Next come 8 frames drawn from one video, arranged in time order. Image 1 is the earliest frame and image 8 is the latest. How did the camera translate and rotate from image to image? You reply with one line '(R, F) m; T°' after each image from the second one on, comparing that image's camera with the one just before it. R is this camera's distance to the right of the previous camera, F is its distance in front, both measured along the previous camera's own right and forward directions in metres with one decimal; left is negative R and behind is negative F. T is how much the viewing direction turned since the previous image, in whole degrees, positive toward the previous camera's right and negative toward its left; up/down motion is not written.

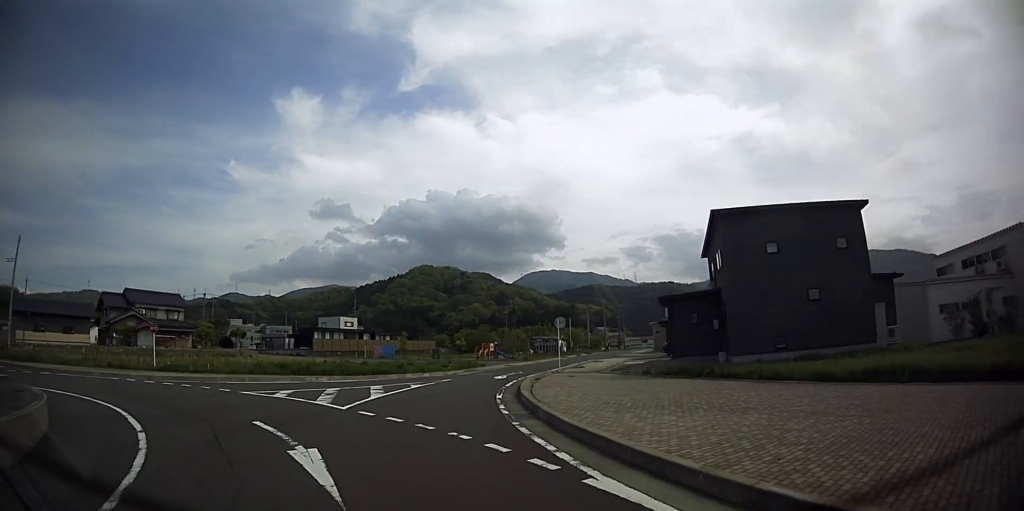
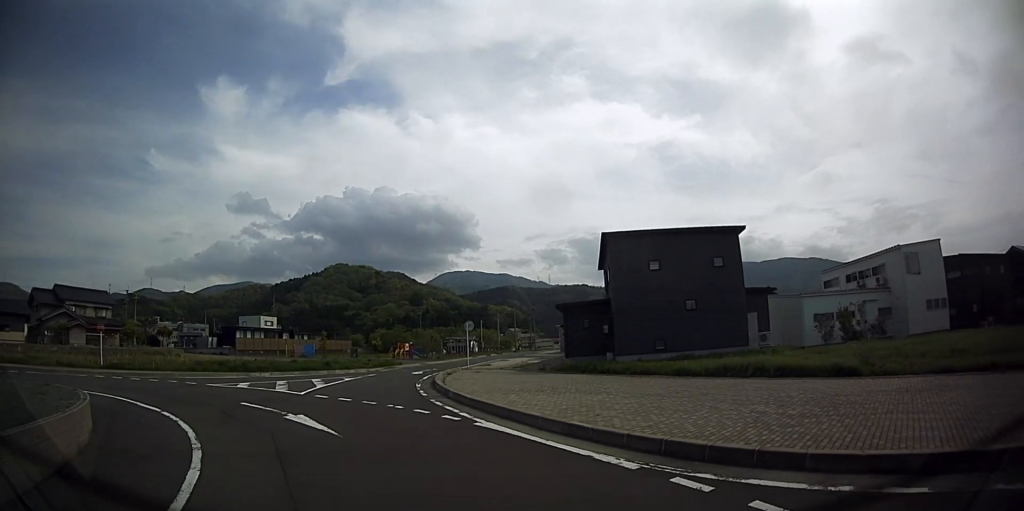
(+0.3, +3.1) m; +10°
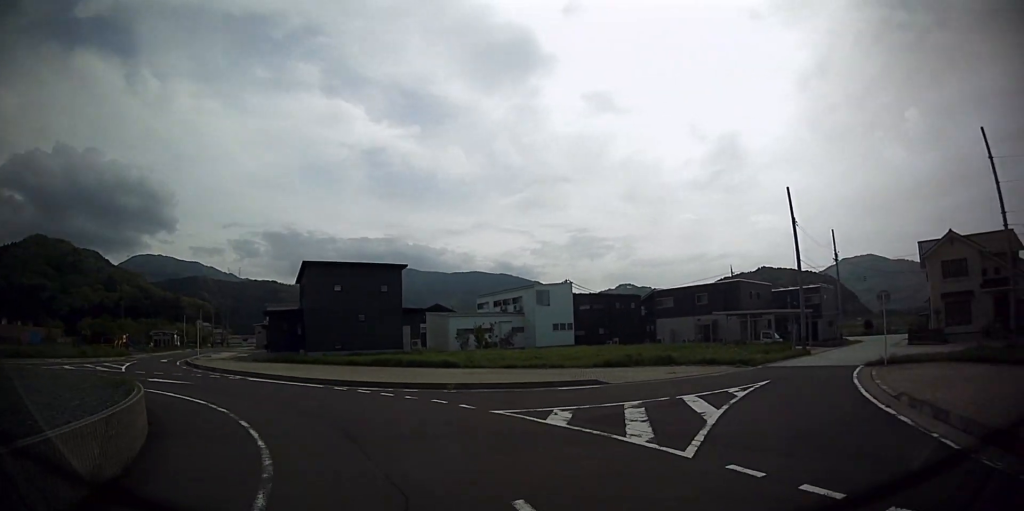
(+2.3, +7.7) m; +48°
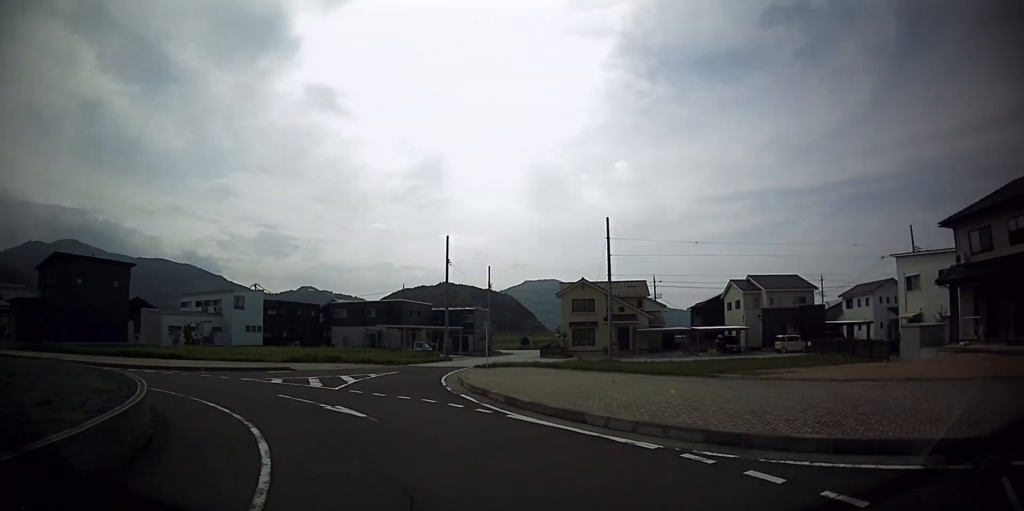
(+2.6, +7.6) m; +32°
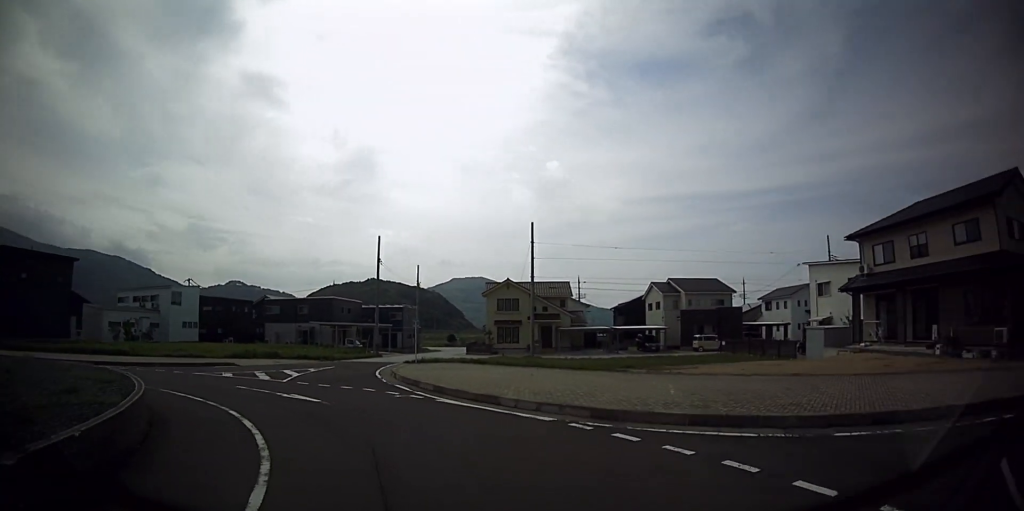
(-0.4, +1.7) m; +8°
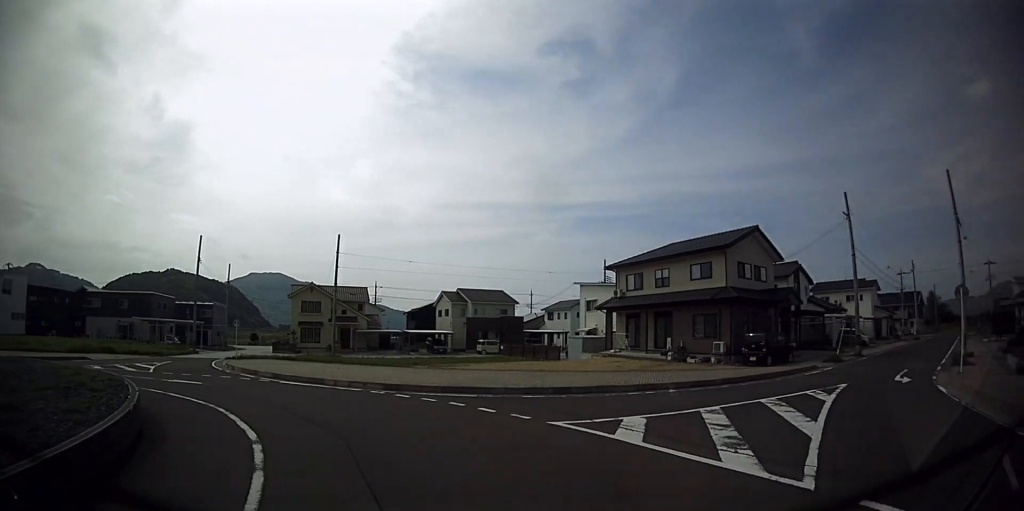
(+2.5, +5.0) m; +42°
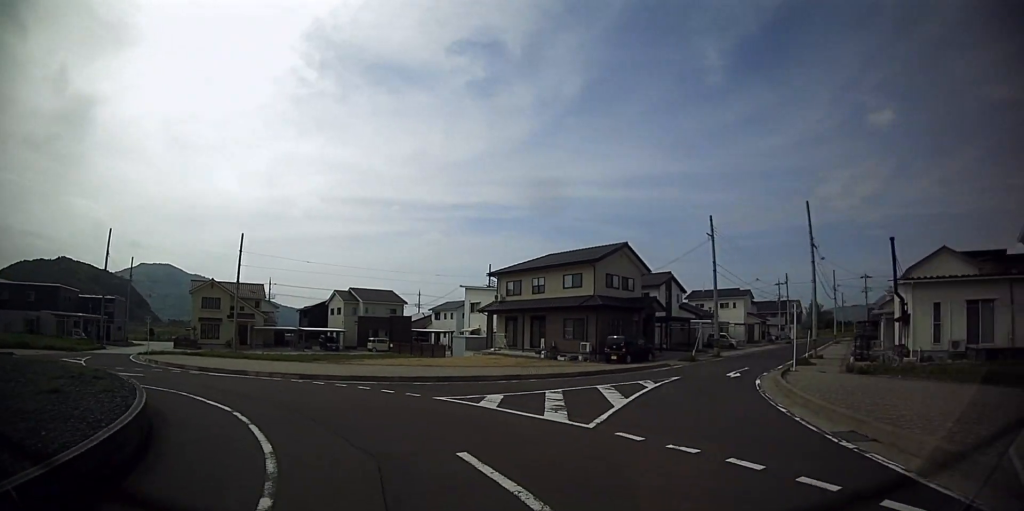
(+0.6, +3.2) m; +15°
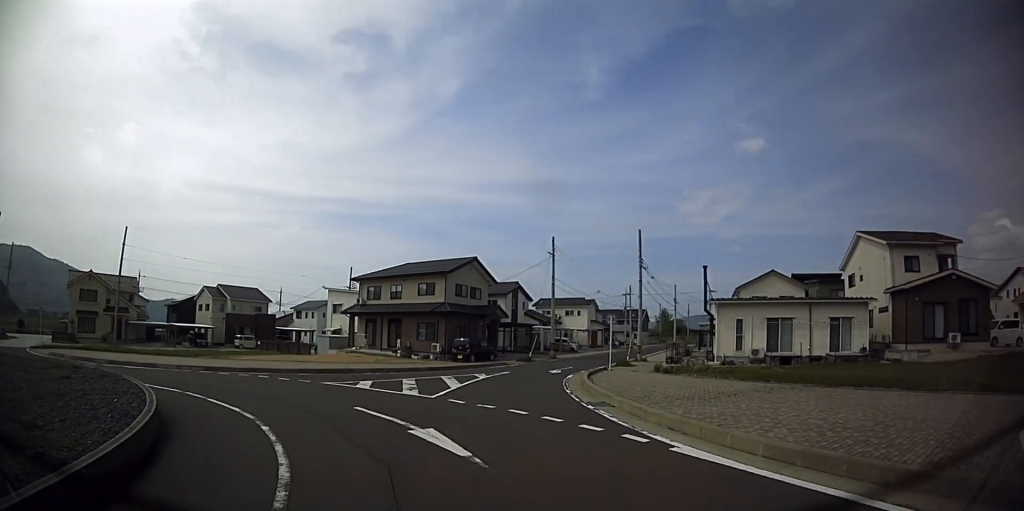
(+0.6, +4.1) m; +13°
